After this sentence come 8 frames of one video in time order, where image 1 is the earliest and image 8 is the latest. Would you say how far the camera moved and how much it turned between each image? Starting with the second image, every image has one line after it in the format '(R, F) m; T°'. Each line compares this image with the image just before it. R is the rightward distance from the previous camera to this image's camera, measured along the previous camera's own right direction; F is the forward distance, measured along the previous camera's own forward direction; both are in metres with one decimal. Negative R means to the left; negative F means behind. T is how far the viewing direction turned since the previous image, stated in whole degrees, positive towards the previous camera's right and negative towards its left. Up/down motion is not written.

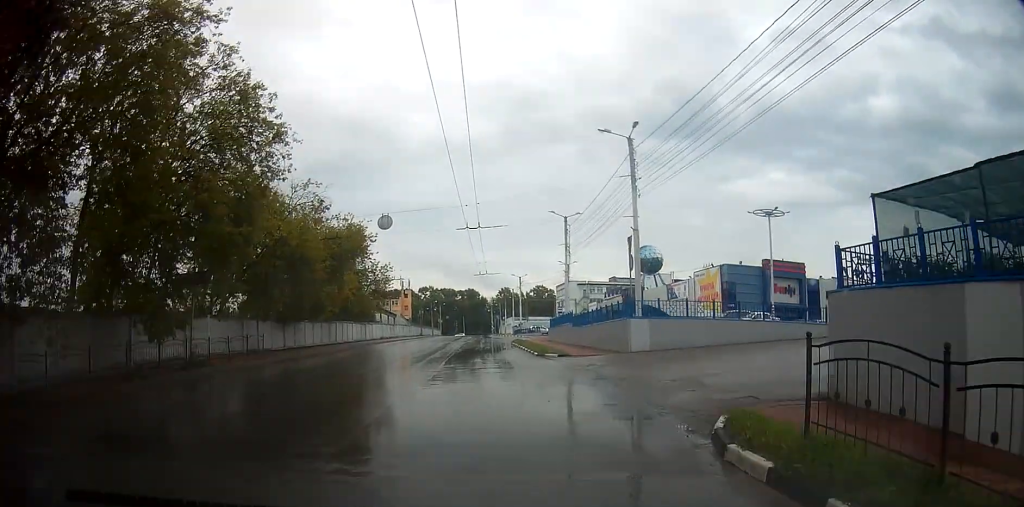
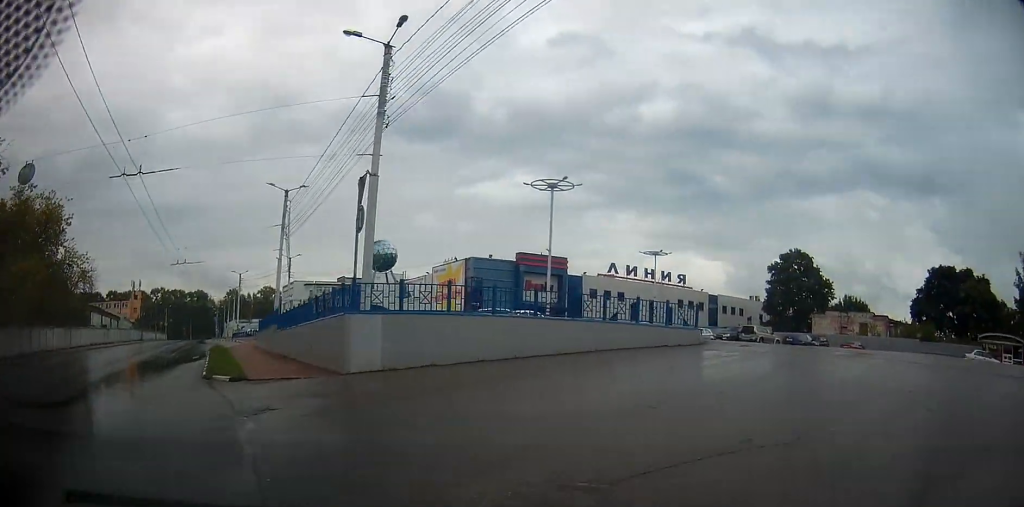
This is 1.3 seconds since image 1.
(+1.2, +10.9) m; +21°
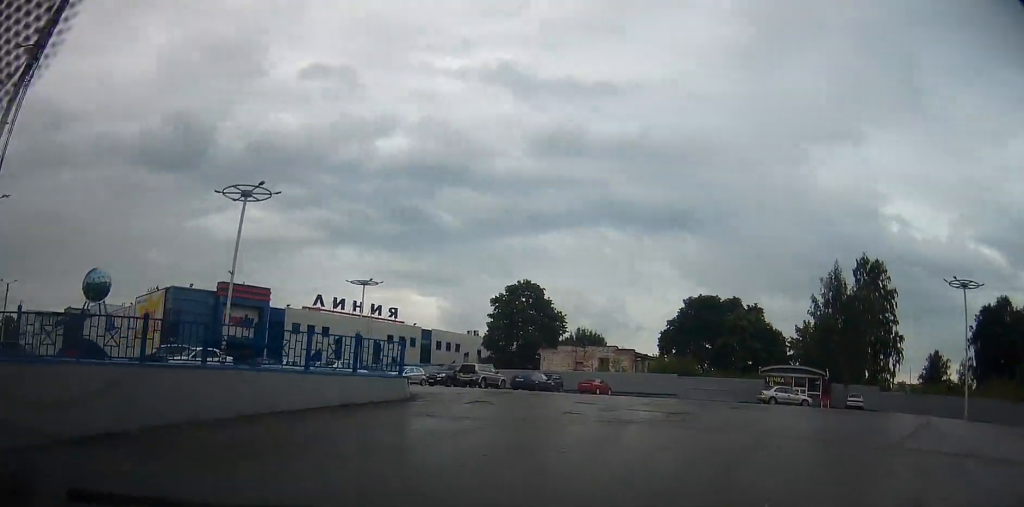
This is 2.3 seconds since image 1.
(+1.7, +6.5) m; +26°
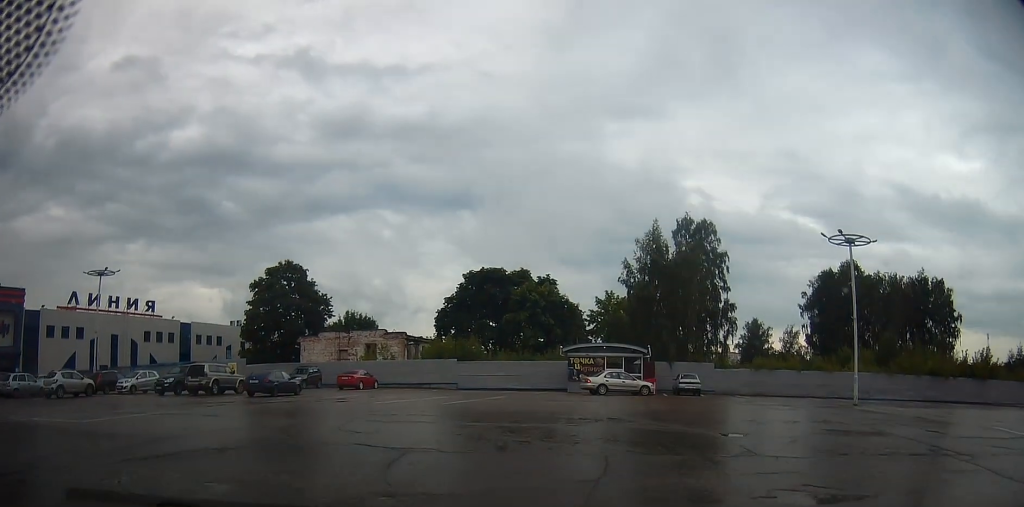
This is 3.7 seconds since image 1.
(+2.0, +8.8) m; +19°
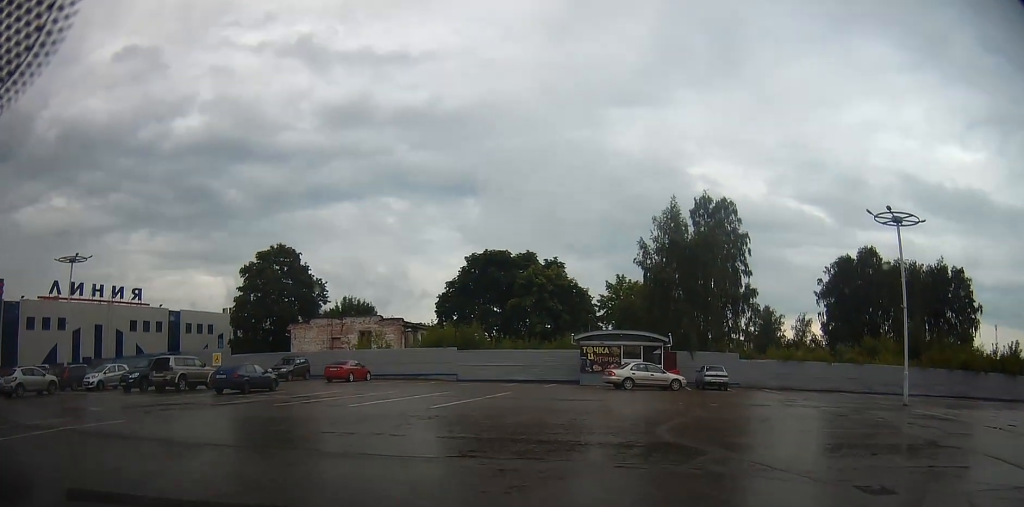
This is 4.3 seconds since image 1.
(+0.2, +4.2) m; +2°
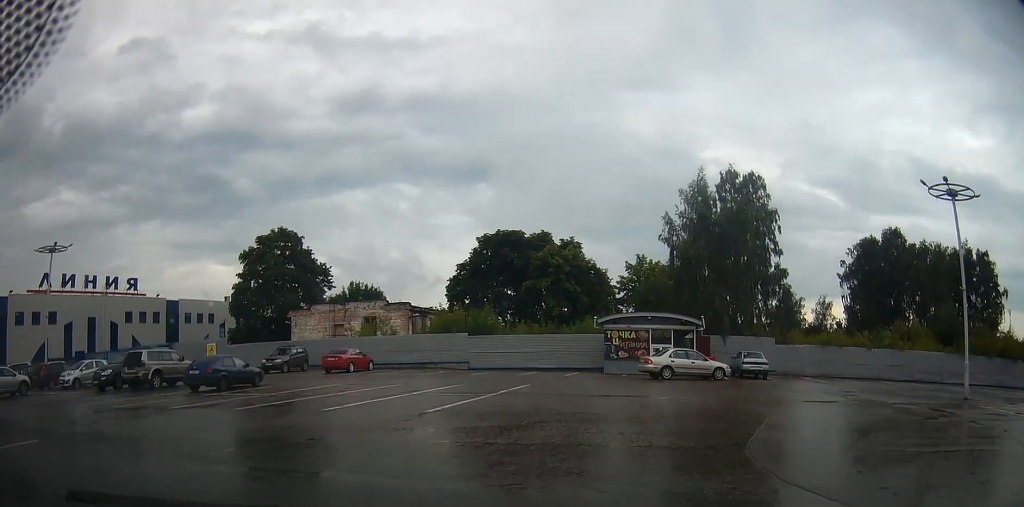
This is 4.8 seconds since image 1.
(0.0, +3.6) m; 0°
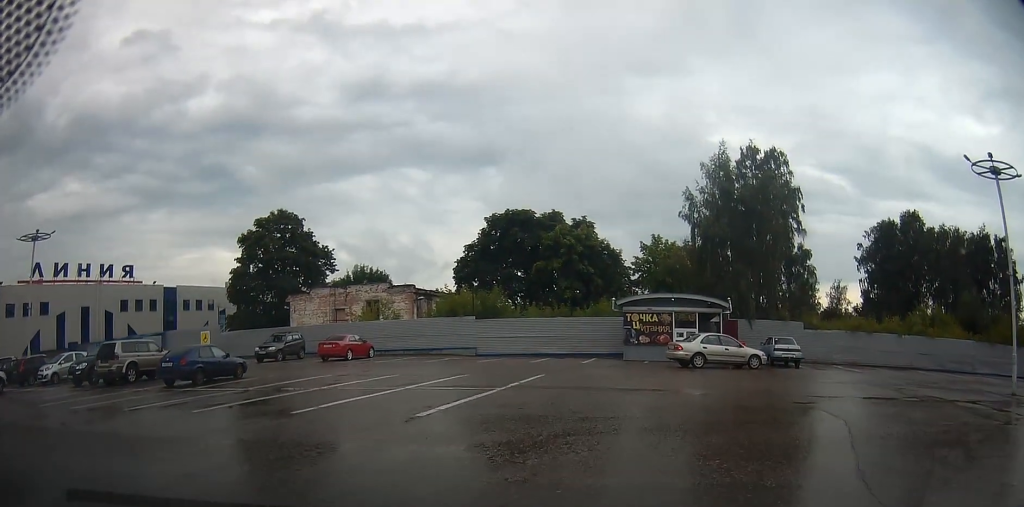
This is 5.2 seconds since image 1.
(0.0, +2.7) m; -1°
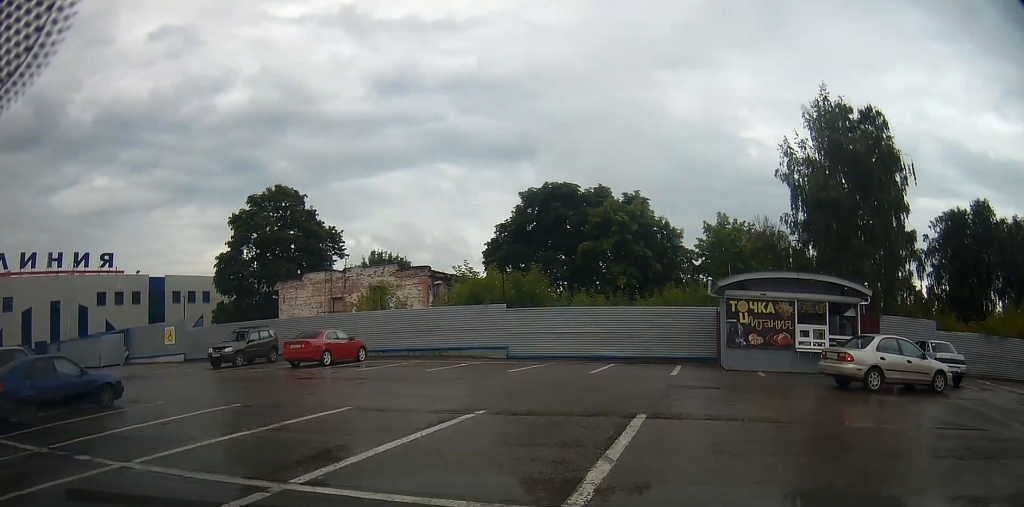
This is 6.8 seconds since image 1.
(-0.4, +10.5) m; -5°
